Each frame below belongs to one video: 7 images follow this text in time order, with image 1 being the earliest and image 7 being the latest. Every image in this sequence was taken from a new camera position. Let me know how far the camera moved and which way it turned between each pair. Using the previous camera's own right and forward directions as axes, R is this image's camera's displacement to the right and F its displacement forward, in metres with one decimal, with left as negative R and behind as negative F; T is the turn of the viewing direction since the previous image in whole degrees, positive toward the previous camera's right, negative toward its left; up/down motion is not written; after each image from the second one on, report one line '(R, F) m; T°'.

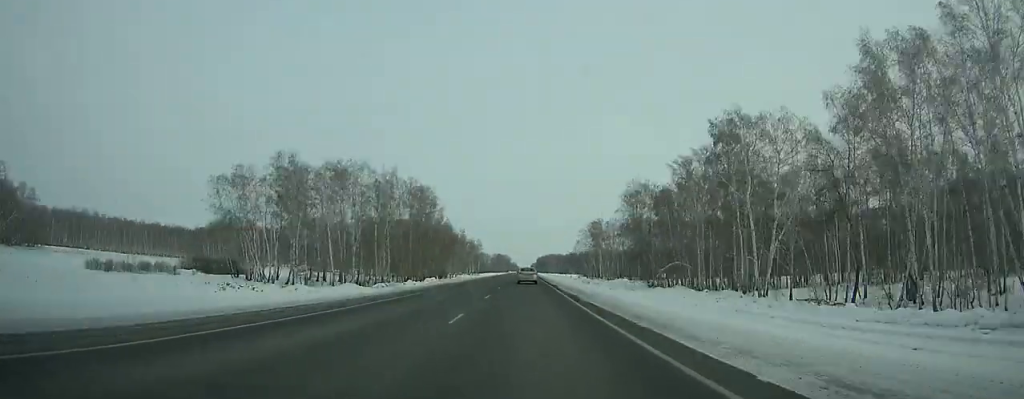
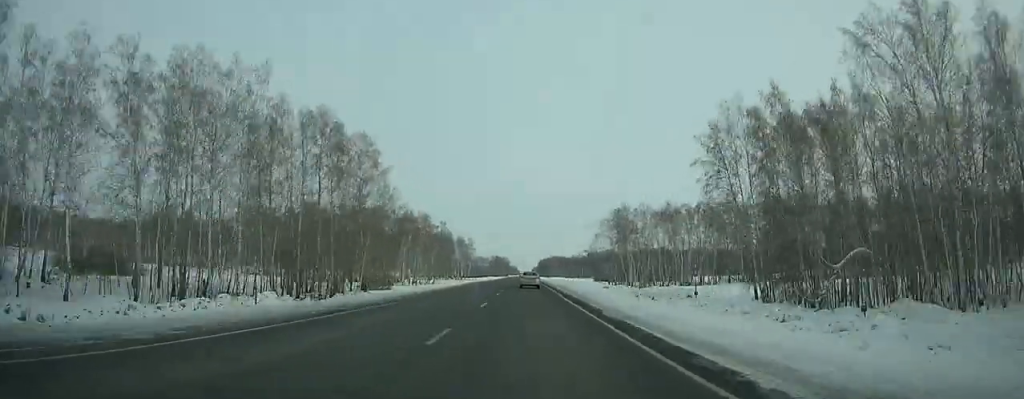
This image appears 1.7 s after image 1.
(+0.3, +50.3) m; 0°
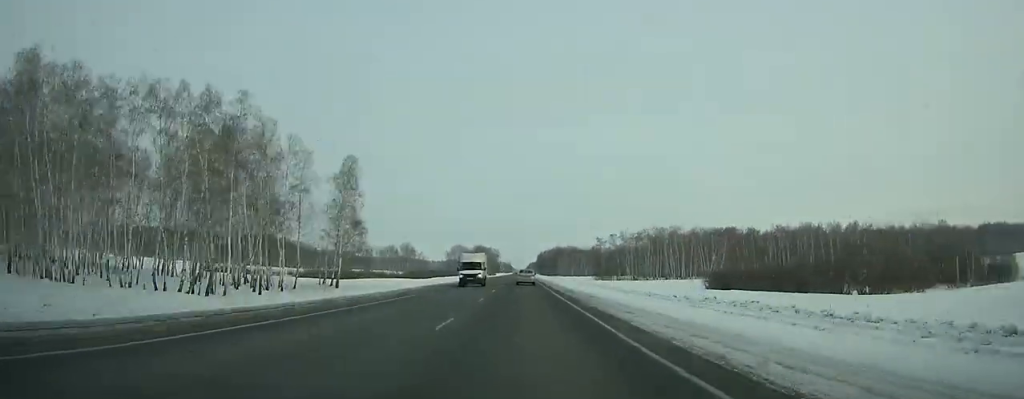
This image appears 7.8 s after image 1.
(-1.1, +179.2) m; -1°
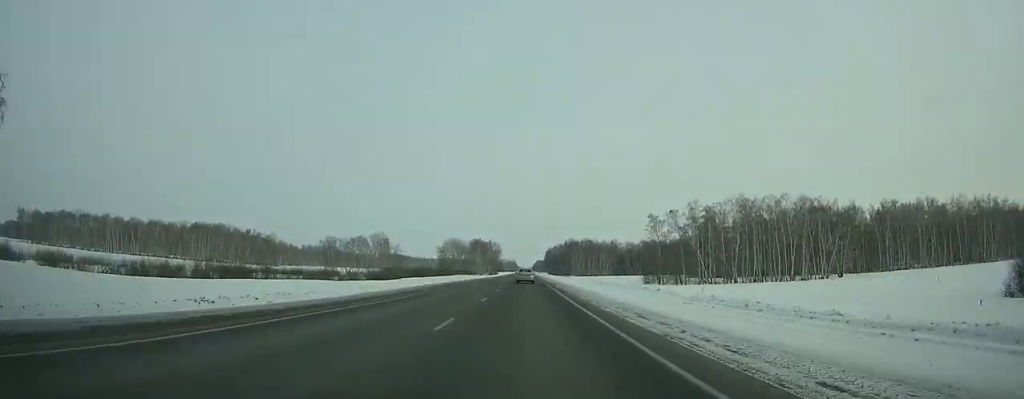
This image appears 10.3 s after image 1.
(0.0, +73.3) m; 0°
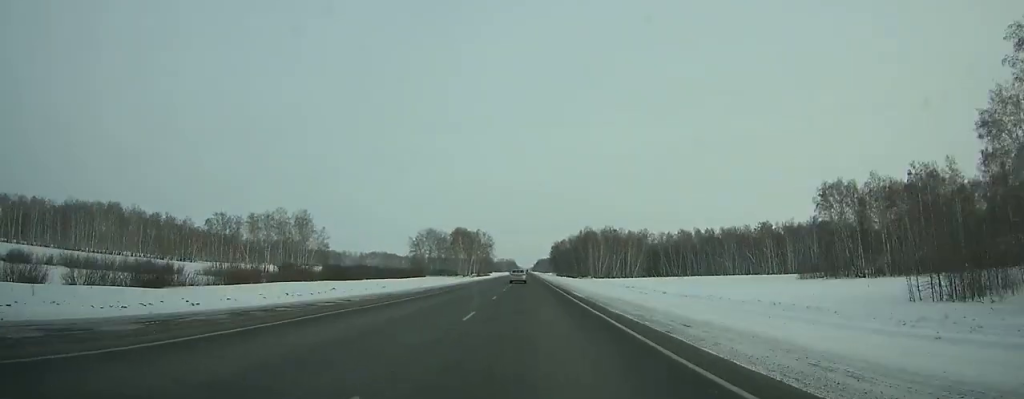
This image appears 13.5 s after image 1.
(-0.4, +94.4) m; 0°
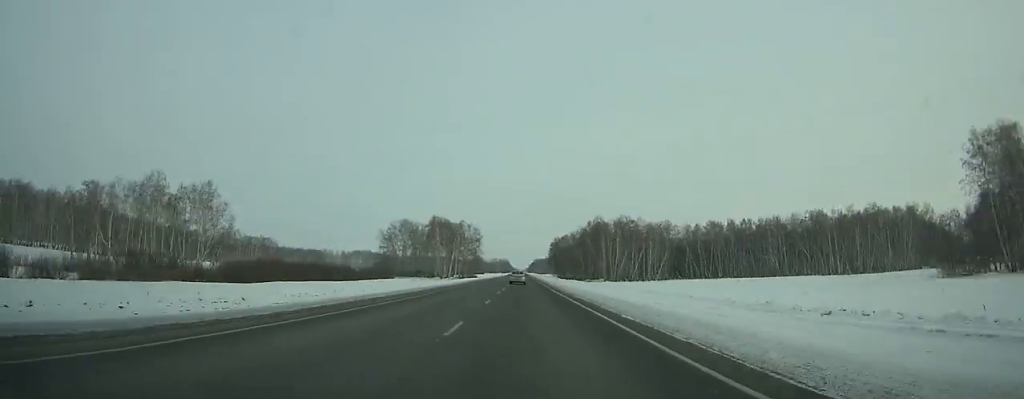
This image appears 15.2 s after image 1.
(+0.1, +50.5) m; 0°
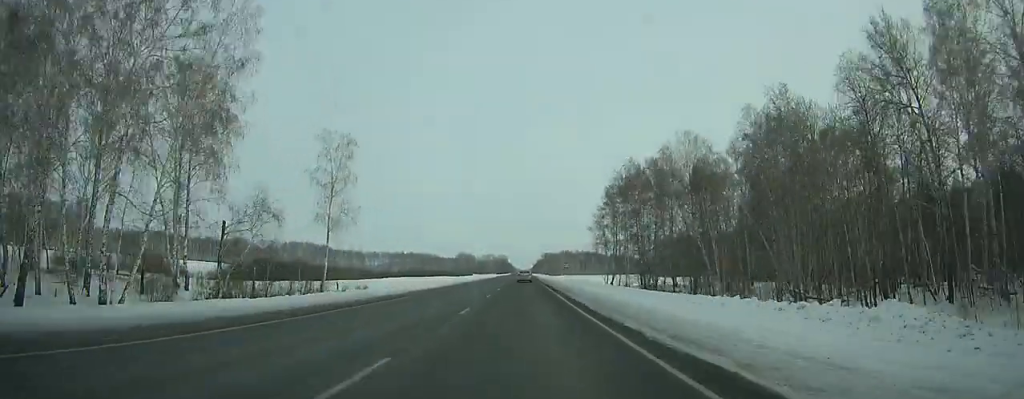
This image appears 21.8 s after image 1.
(+0.7, +198.3) m; +1°
